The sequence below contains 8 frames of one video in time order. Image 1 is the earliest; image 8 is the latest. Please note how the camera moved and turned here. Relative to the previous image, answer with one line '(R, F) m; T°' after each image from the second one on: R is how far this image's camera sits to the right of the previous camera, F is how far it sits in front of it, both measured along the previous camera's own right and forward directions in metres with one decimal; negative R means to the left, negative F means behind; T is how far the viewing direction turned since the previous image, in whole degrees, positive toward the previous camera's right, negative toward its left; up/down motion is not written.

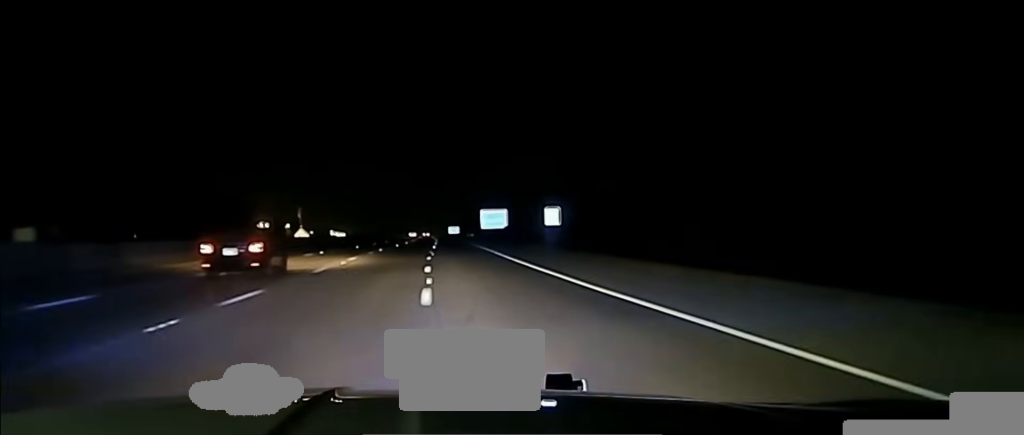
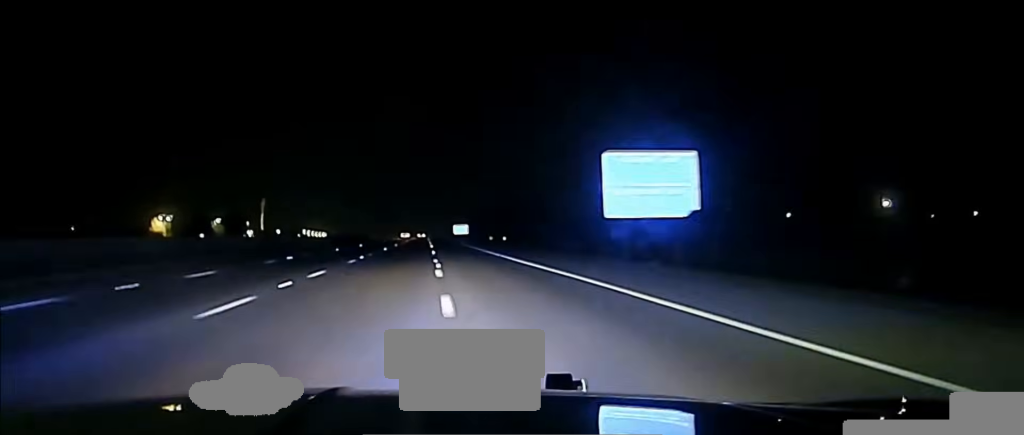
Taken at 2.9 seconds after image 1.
(-0.3, +134.4) m; -2°
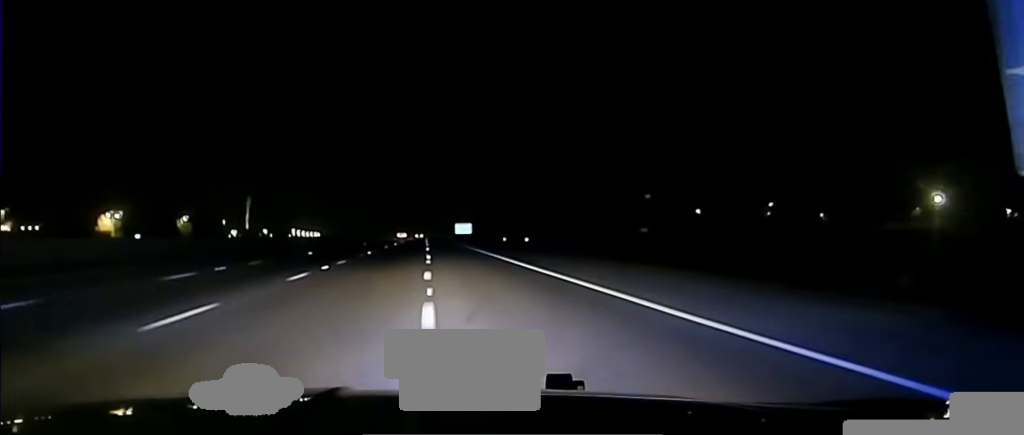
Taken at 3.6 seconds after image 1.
(-0.9, +36.7) m; -2°
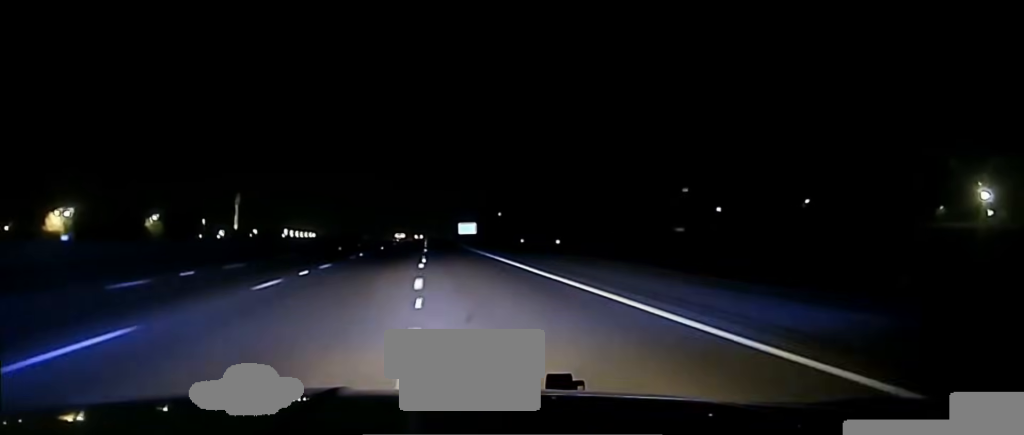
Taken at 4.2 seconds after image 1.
(0.0, +31.7) m; 0°
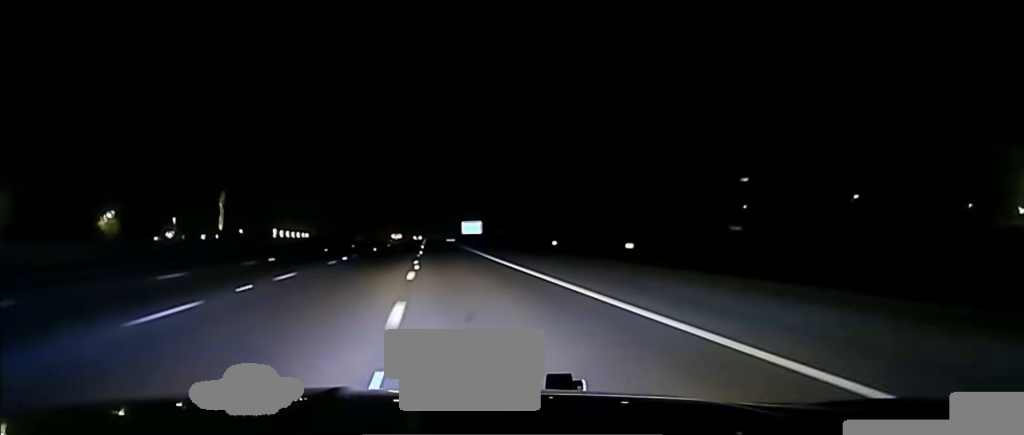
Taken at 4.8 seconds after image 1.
(0.0, +32.9) m; 0°
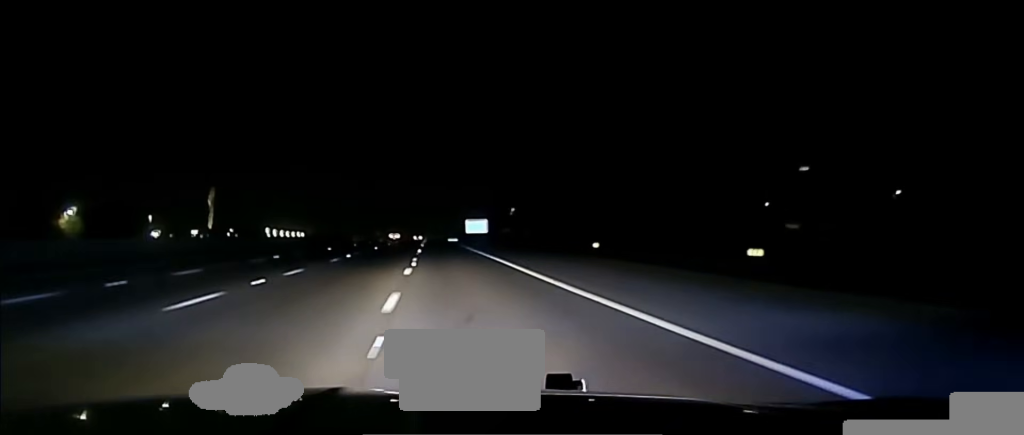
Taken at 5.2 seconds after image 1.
(0.0, +20.2) m; 0°
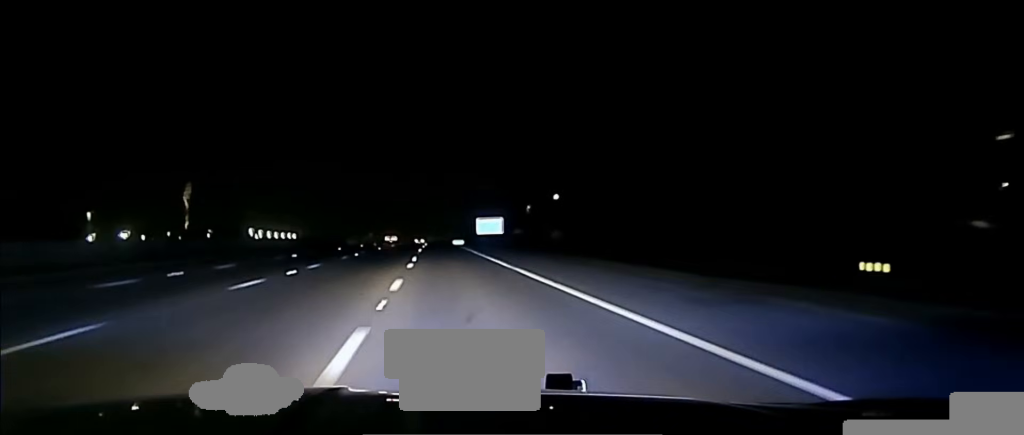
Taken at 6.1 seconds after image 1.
(+0.1, +40.5) m; +1°
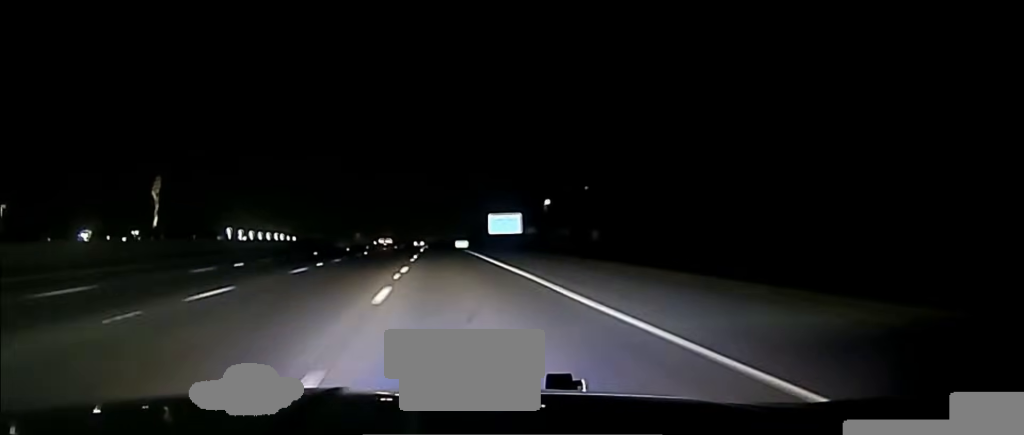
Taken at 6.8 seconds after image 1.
(+0.1, +33.3) m; +1°
